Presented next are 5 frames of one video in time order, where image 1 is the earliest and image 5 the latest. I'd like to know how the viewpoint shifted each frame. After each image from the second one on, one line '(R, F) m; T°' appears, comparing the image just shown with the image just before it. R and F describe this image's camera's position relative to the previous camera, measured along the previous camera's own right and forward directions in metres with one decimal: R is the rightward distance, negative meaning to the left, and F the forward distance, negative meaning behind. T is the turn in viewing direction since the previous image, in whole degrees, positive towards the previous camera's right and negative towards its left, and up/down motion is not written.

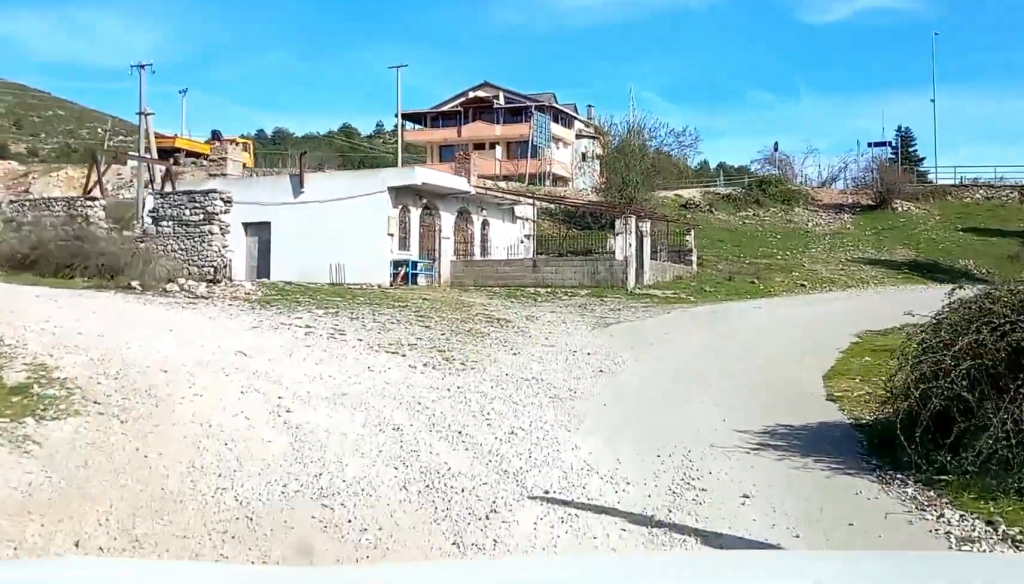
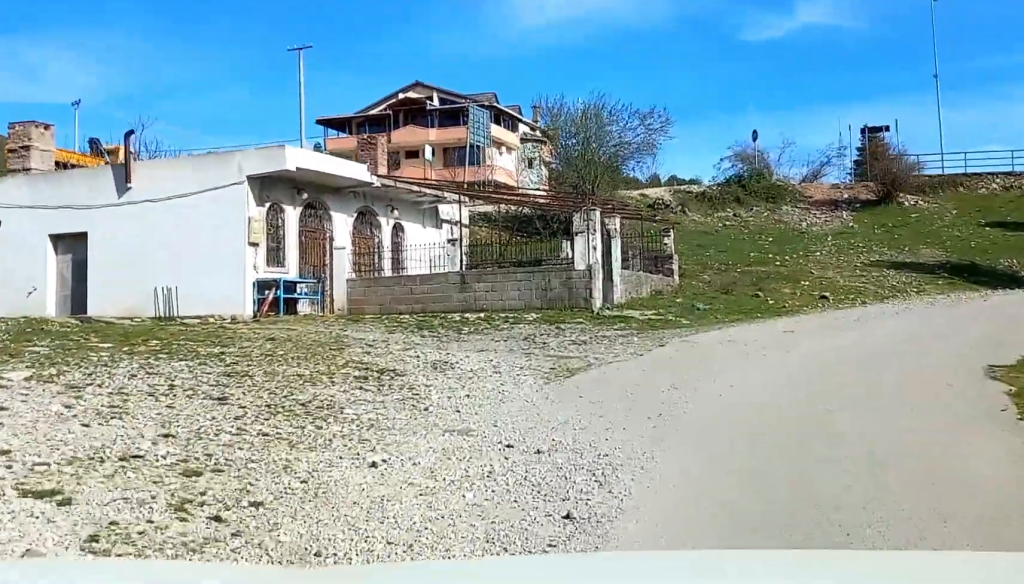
(+0.2, +11.7) m; +4°
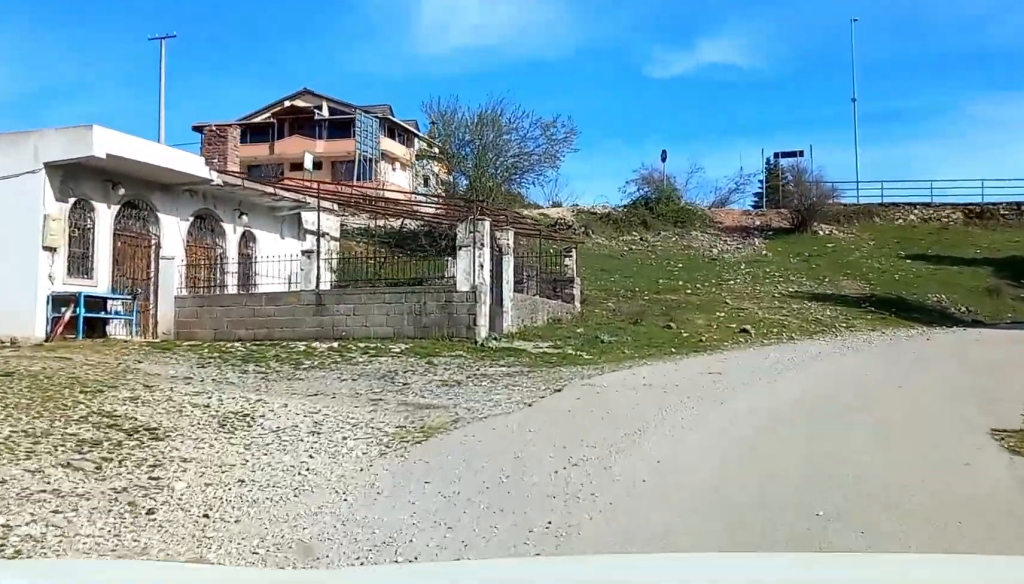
(+0.2, +5.1) m; +5°
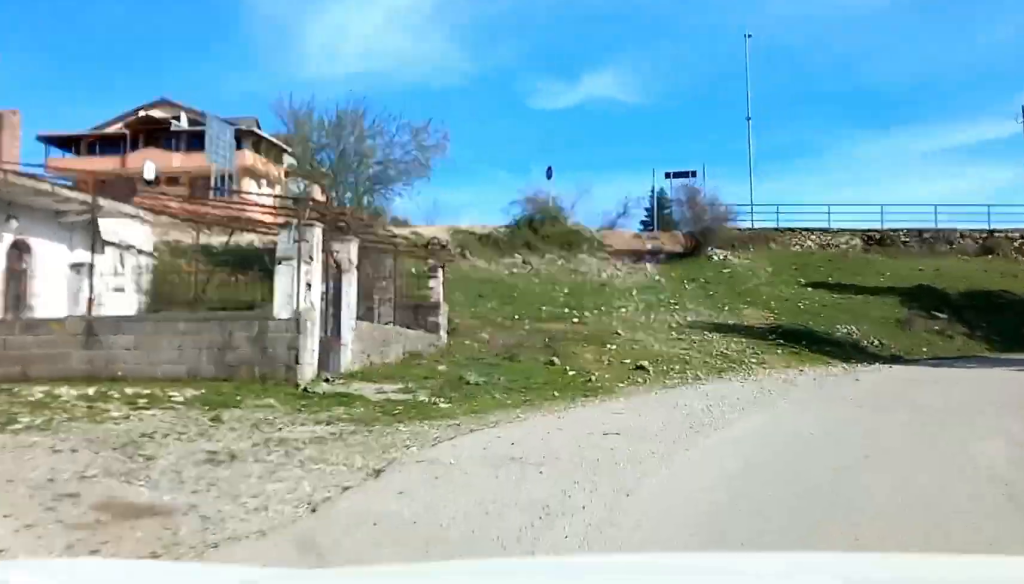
(+0.2, +5.2) m; +7°
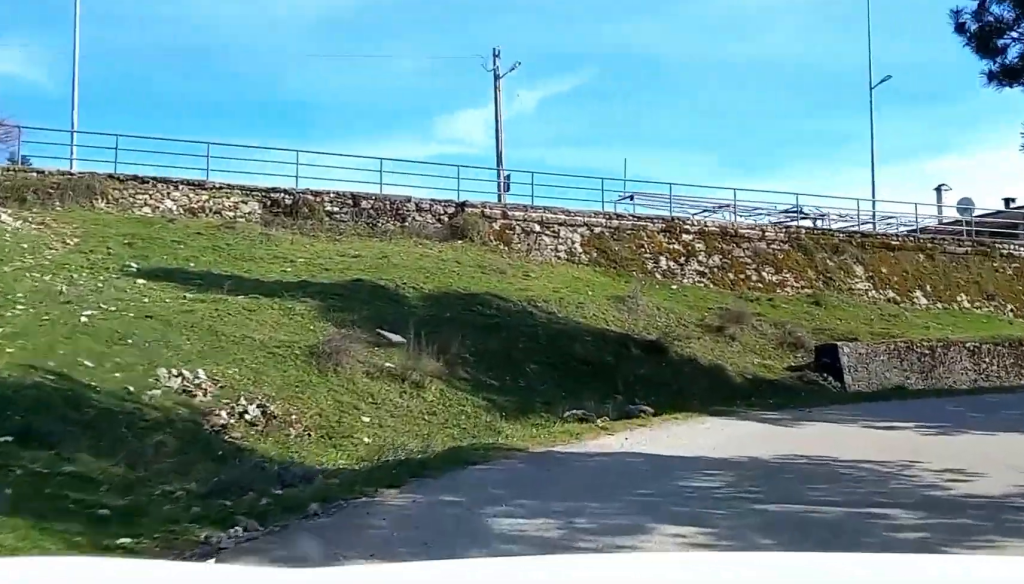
(+2.5, +13.2) m; +27°
